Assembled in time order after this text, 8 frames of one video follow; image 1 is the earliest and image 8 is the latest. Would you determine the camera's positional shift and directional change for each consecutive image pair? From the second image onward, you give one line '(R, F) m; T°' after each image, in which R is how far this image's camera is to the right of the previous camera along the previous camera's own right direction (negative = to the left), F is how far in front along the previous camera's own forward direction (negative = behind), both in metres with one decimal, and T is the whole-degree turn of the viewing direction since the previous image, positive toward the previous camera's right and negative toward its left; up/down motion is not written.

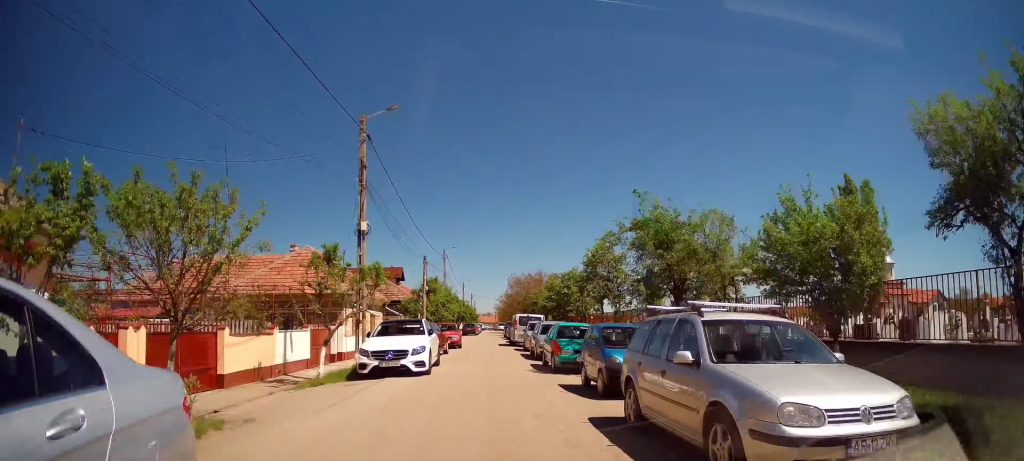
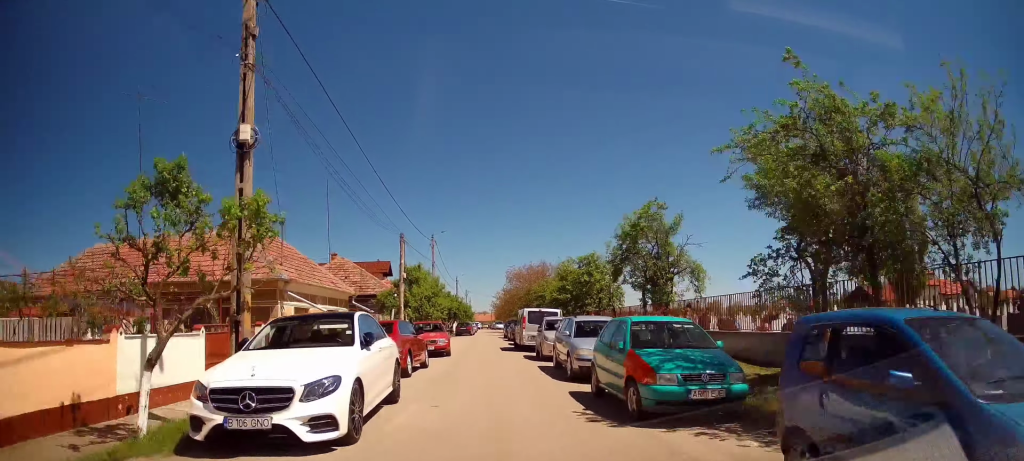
(-0.3, +7.7) m; 0°
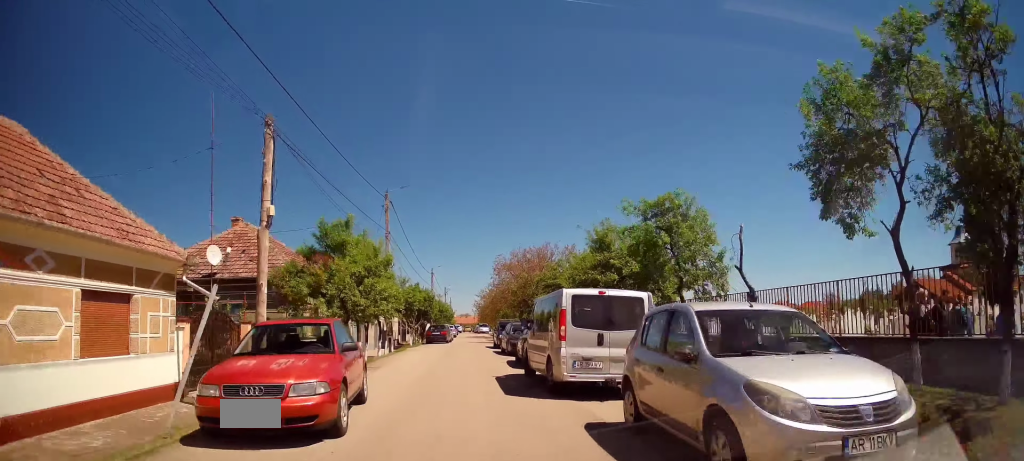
(0.0, +14.6) m; 0°
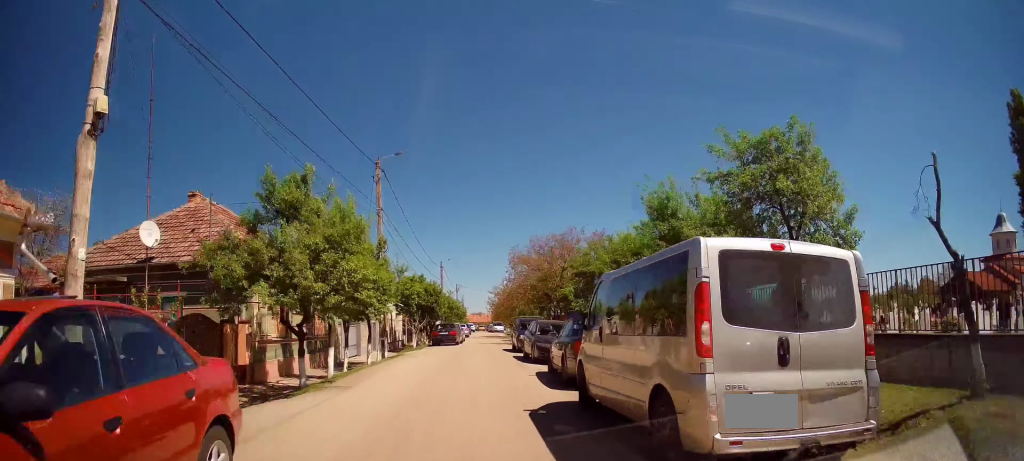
(+0.2, +5.7) m; 0°
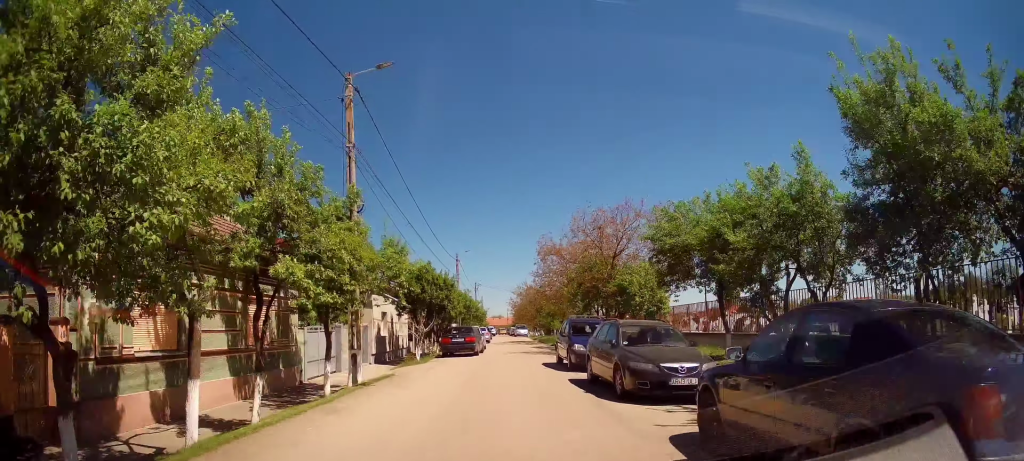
(-0.2, +8.5) m; -2°
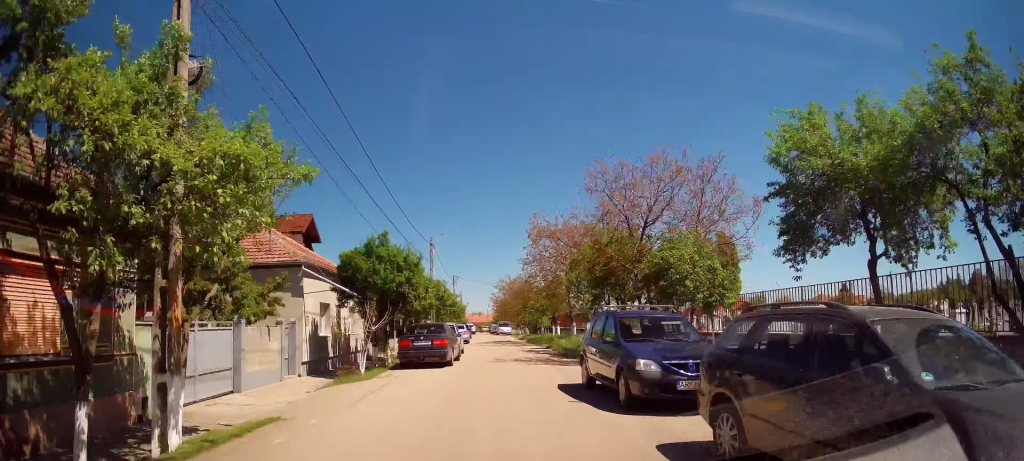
(0.0, +7.7) m; +2°
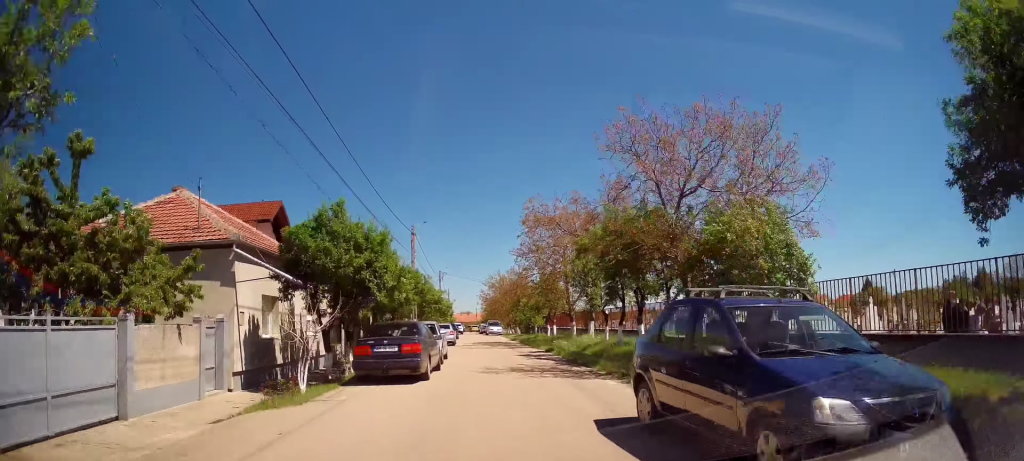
(+0.1, +4.5) m; +1°
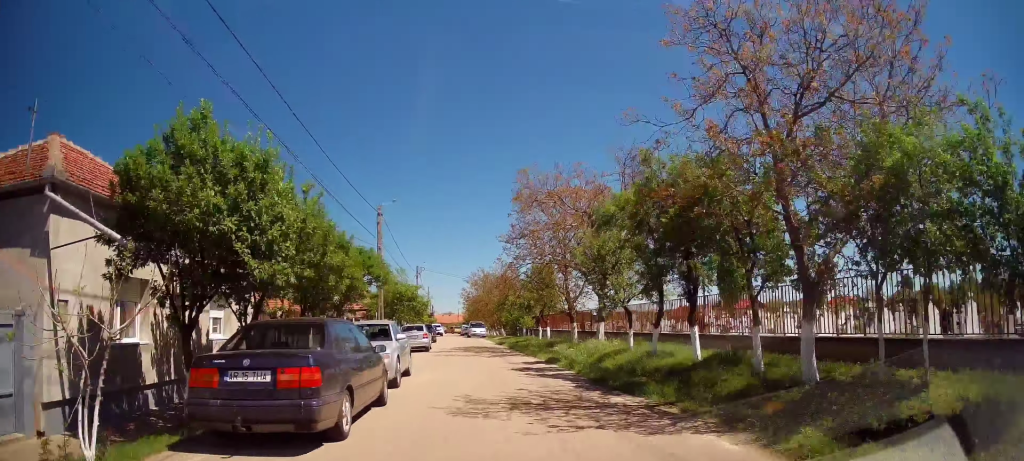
(+0.1, +6.2) m; +1°
